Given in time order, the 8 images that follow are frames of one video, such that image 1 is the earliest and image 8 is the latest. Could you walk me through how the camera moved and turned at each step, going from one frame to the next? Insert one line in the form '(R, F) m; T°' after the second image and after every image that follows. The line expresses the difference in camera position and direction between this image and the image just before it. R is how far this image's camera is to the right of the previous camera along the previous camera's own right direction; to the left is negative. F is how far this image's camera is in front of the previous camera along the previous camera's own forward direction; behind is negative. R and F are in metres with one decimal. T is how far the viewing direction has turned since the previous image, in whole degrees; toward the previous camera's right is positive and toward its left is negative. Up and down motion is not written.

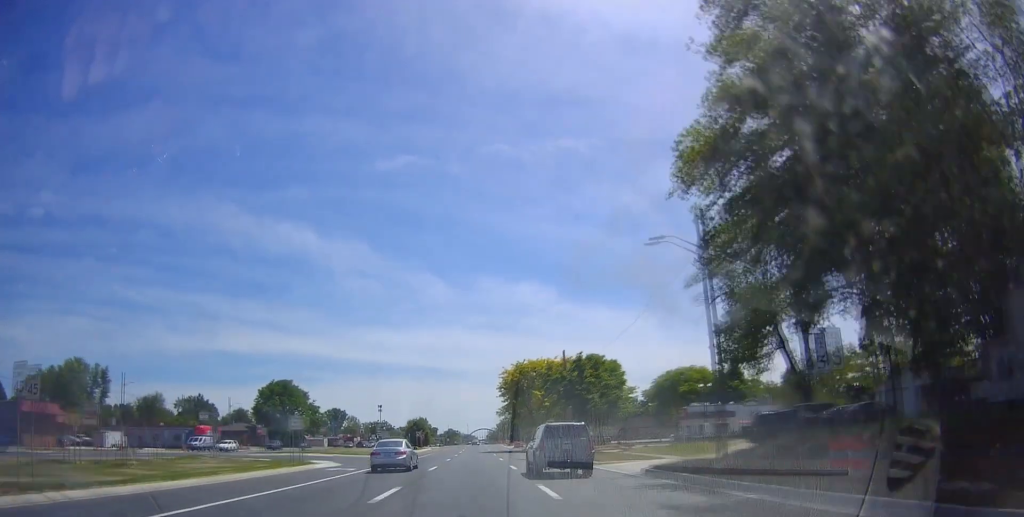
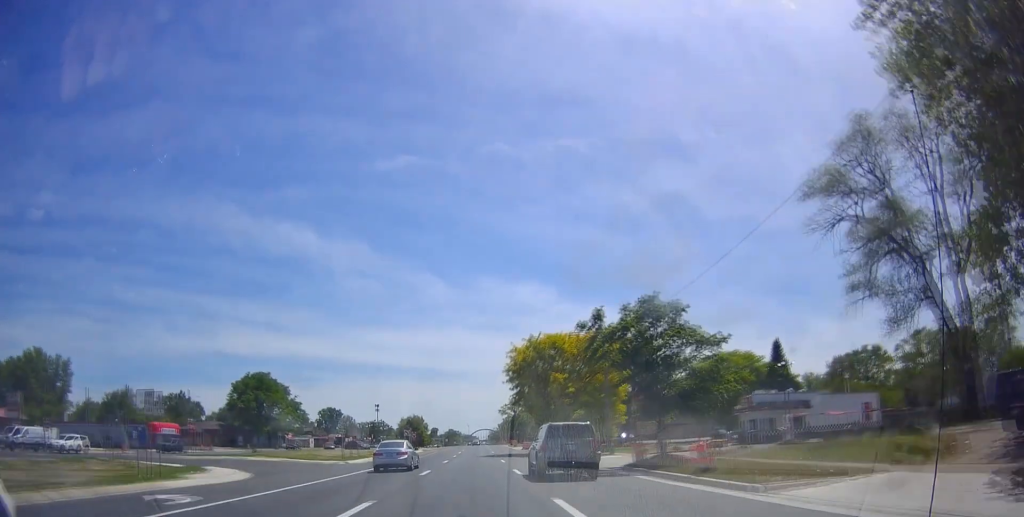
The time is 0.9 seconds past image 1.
(-0.1, +18.0) m; -1°
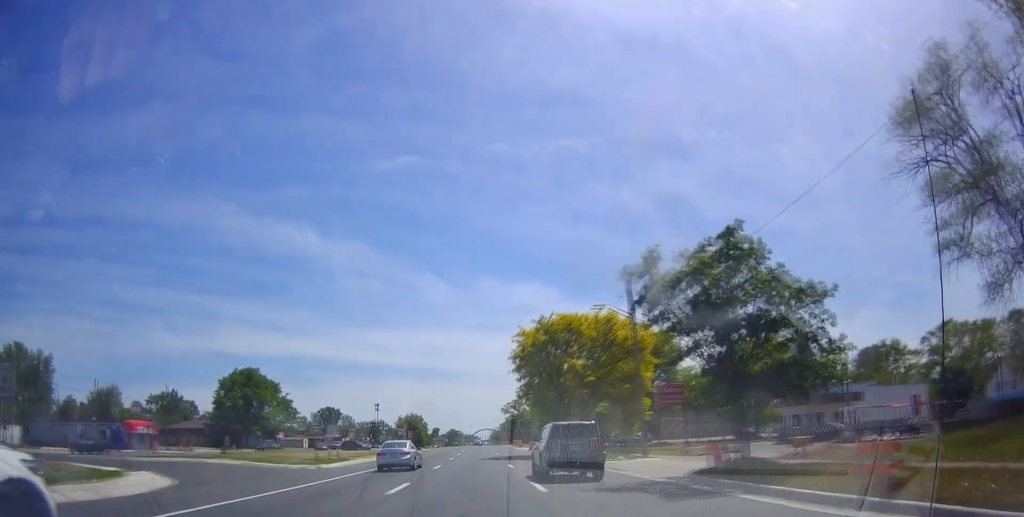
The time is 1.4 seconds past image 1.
(-0.2, +8.3) m; 0°
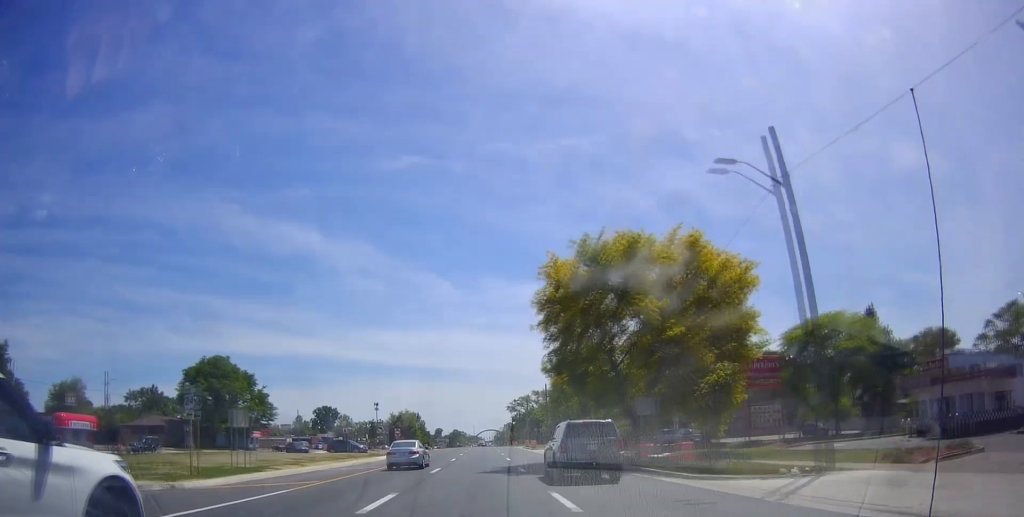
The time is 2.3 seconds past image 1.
(+0.1, +18.4) m; -1°
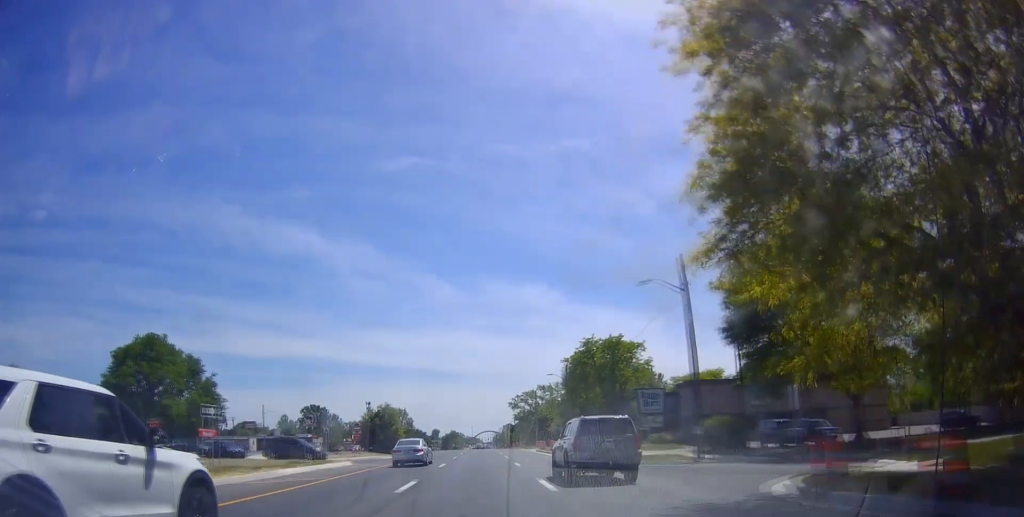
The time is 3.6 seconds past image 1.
(-0.6, +24.8) m; 0°
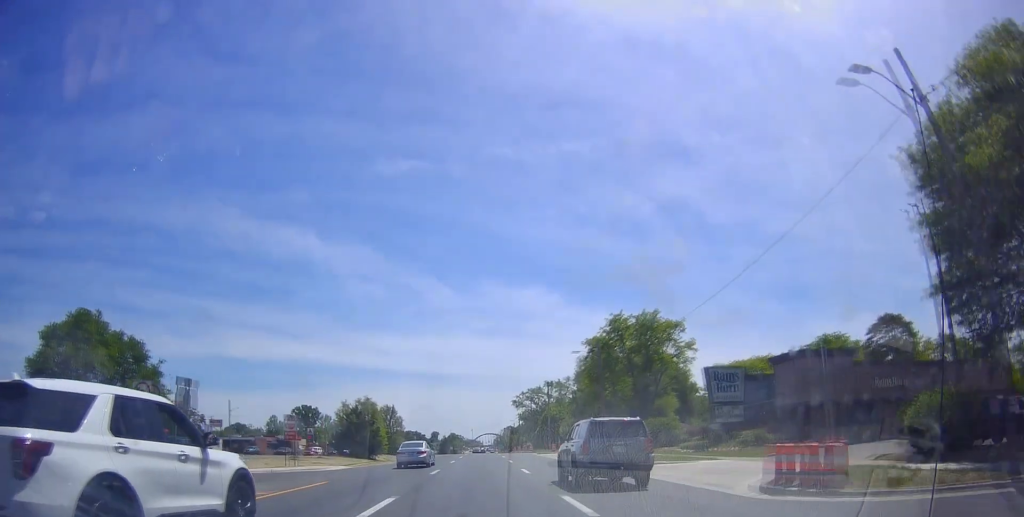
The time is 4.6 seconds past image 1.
(+0.7, +18.8) m; +2°
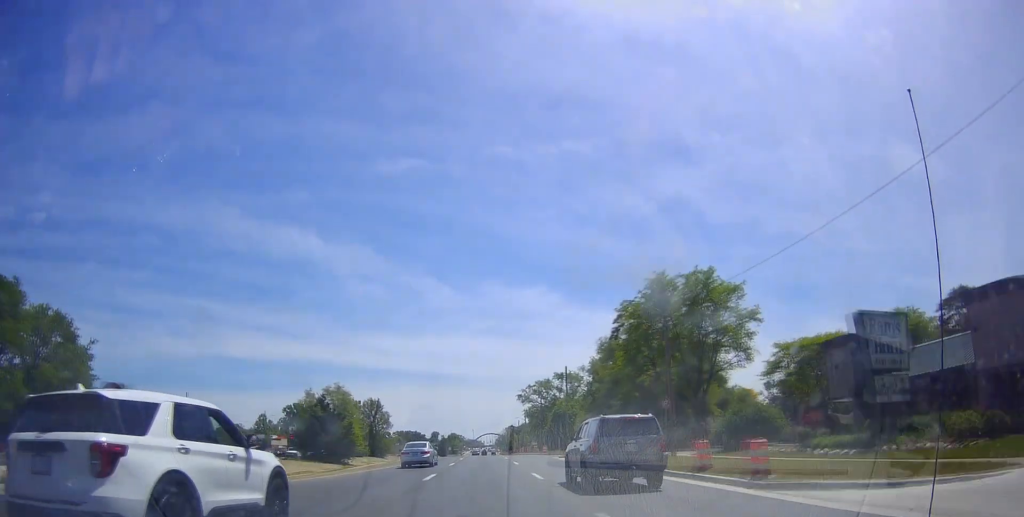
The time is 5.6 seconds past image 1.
(0.0, +17.9) m; 0°
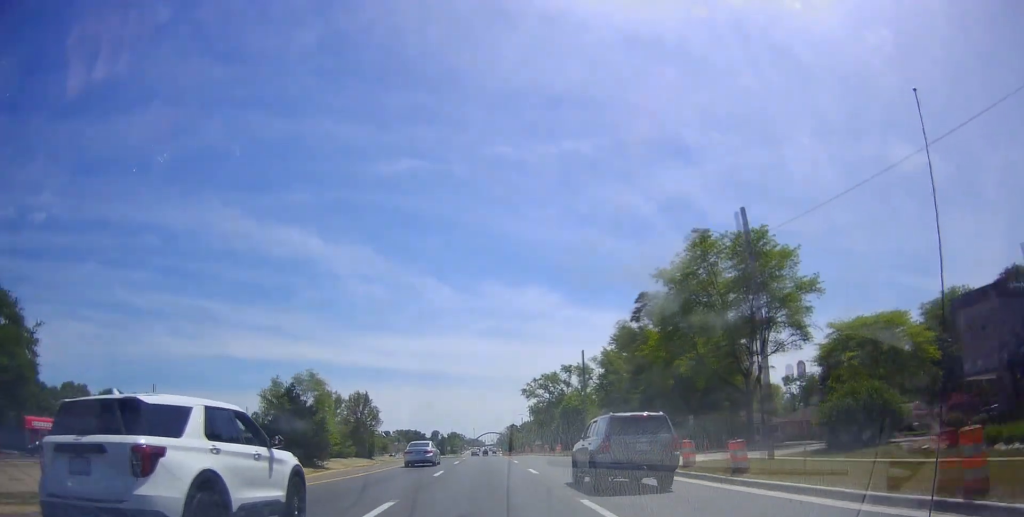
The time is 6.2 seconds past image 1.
(0.0, +11.2) m; 0°
